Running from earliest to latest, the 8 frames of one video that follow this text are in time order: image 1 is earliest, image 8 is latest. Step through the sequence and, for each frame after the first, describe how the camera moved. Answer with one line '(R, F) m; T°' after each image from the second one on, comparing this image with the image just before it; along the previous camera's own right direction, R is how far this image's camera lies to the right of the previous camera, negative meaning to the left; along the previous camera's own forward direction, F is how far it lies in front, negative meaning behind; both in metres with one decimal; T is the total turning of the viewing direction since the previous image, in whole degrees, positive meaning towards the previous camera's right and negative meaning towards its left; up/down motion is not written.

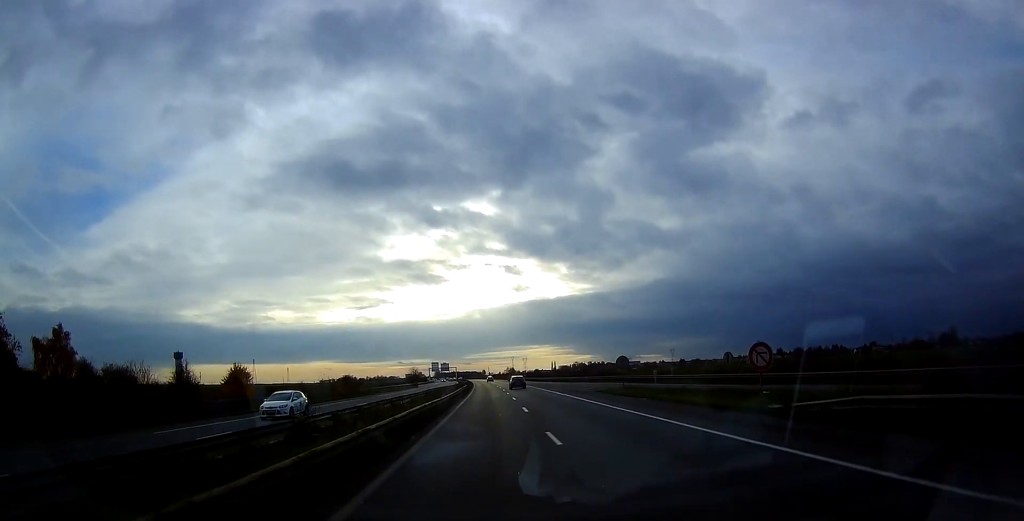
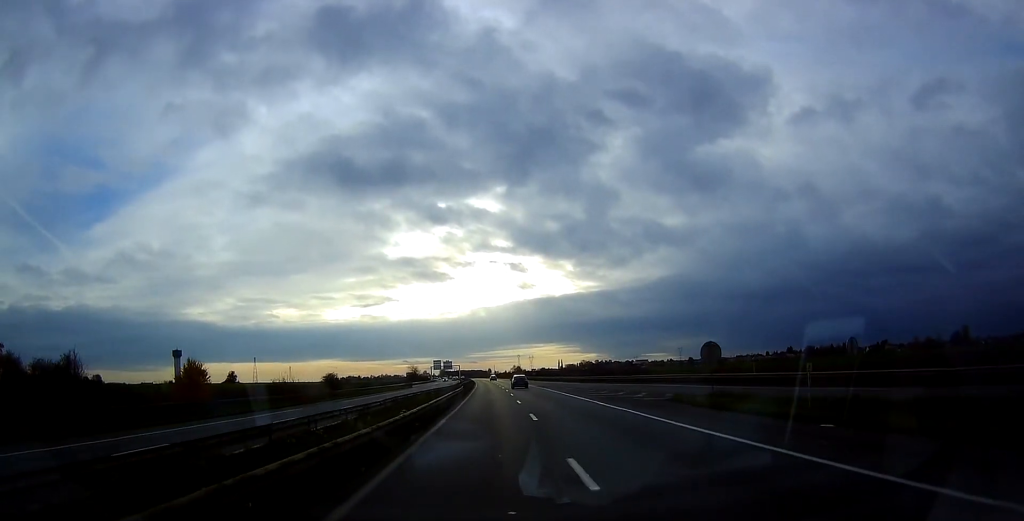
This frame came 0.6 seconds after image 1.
(+0.2, +18.4) m; -1°
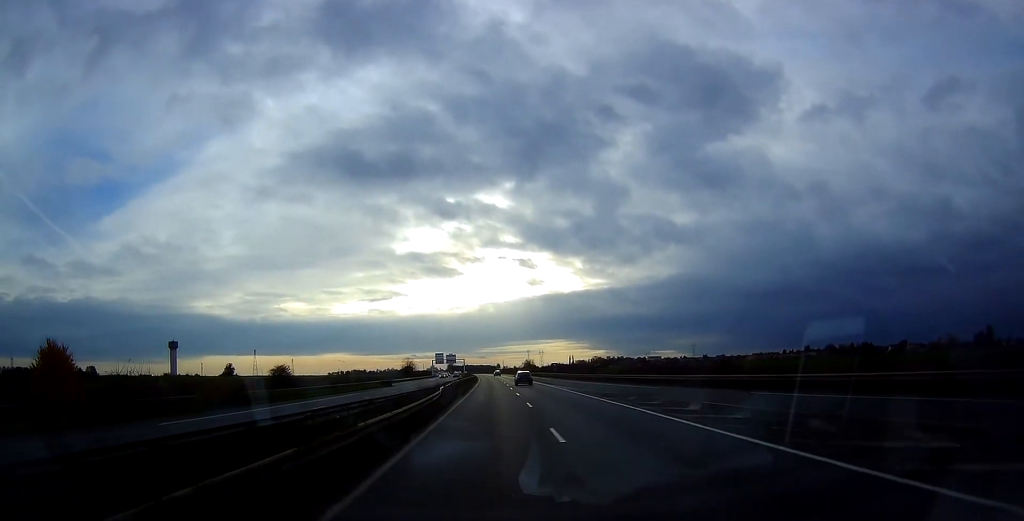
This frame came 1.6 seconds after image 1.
(-0.3, +33.4) m; -1°
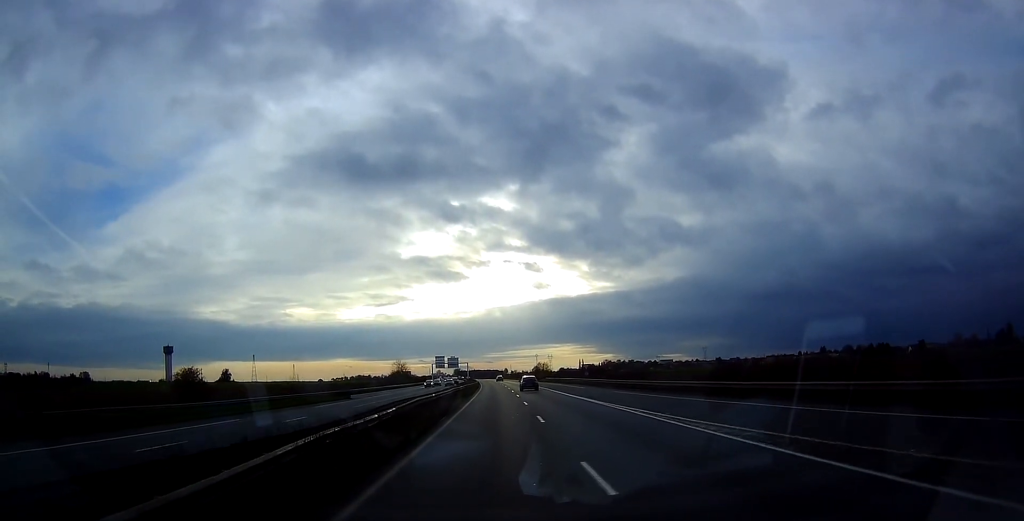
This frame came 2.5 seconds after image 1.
(-0.5, +31.2) m; -1°
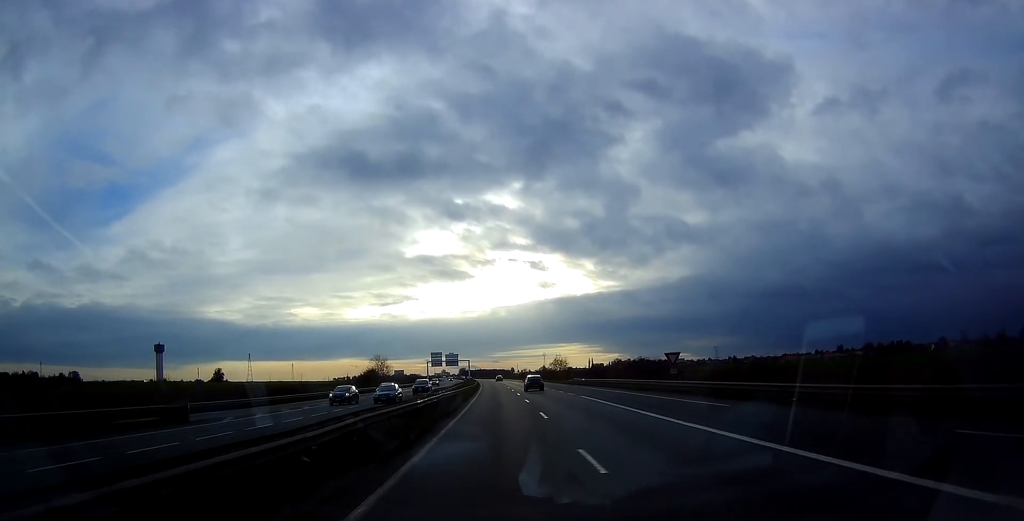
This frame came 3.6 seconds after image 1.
(0.0, +36.9) m; 0°
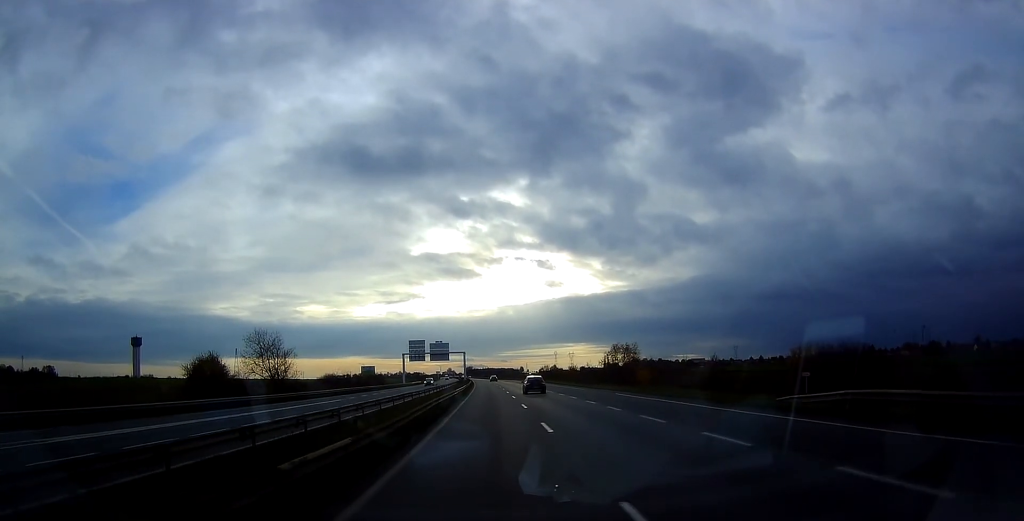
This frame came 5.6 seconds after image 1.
(-0.6, +69.4) m; -1°
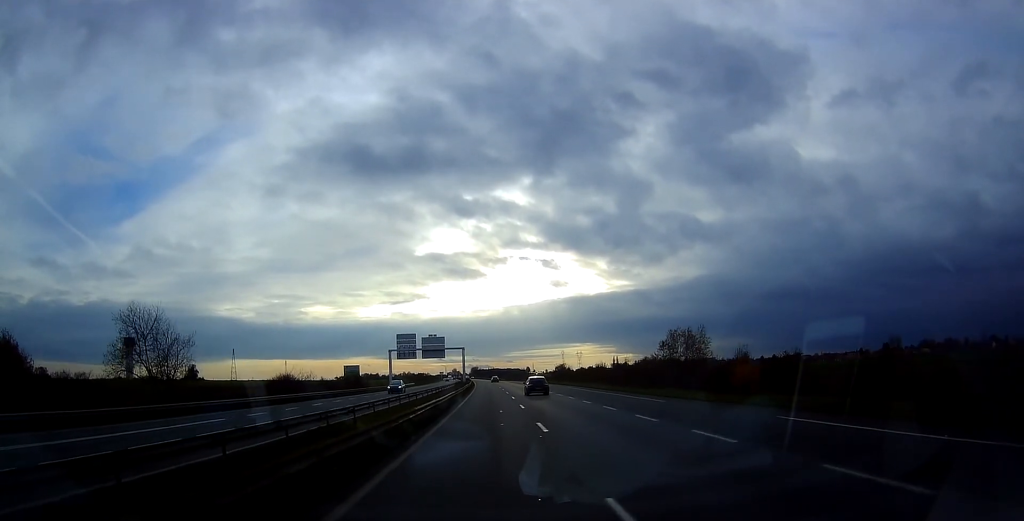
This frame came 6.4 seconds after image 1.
(-0.1, +25.3) m; -1°
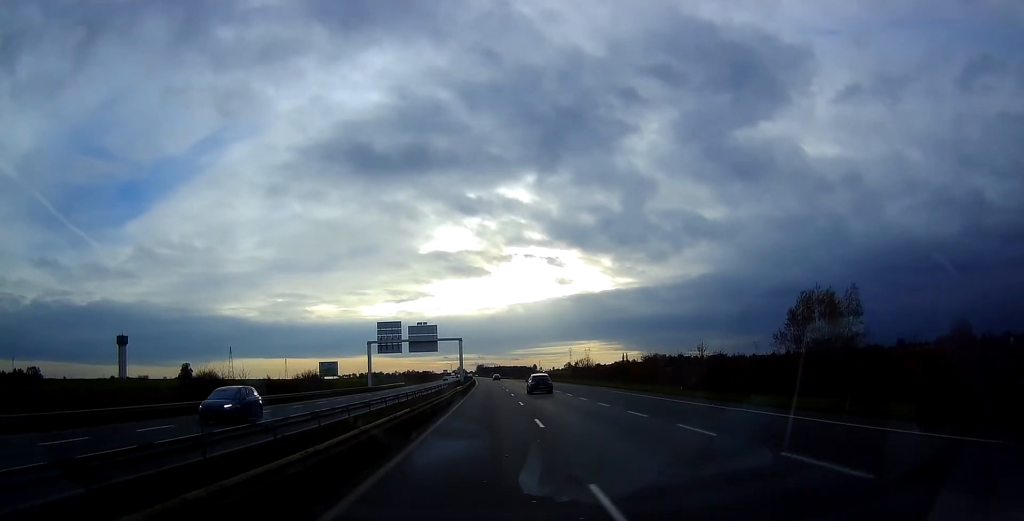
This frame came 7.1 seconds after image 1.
(-0.1, +24.8) m; -1°
